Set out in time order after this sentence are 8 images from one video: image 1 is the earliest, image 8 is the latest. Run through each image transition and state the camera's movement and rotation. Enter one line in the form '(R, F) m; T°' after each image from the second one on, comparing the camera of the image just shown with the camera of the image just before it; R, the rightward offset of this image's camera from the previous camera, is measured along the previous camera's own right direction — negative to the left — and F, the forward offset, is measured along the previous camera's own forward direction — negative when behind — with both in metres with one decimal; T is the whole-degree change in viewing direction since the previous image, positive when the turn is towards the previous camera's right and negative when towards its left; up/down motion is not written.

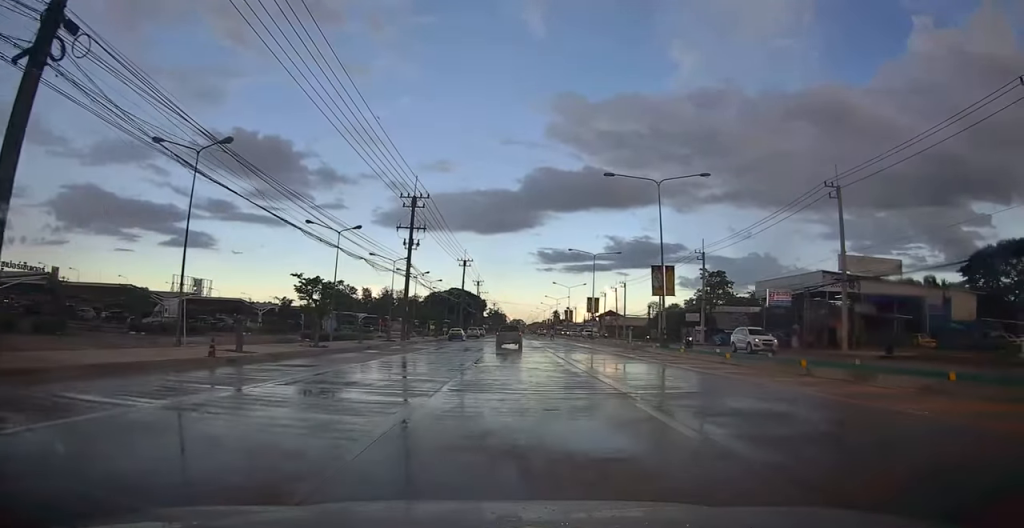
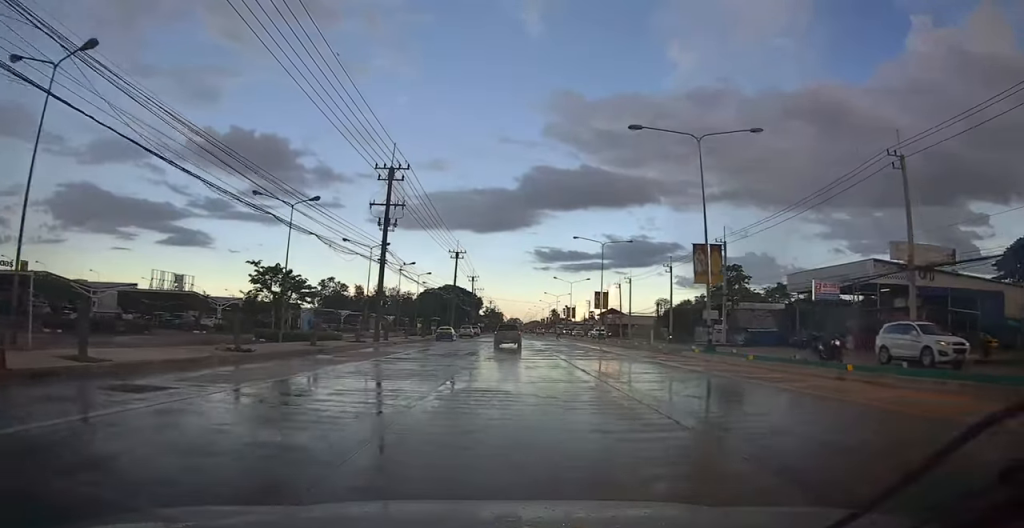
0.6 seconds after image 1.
(-0.4, +8.1) m; 0°
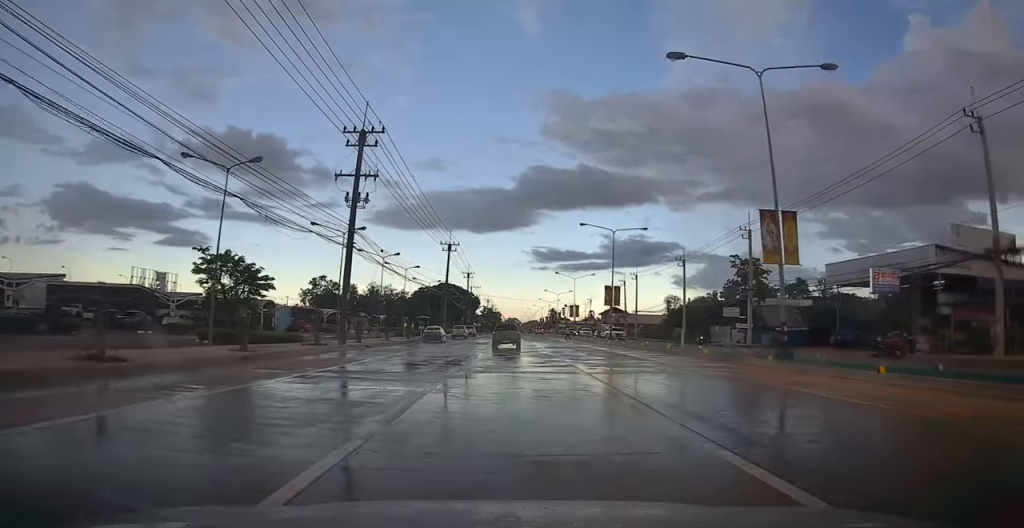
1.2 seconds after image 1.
(+0.4, +7.2) m; +2°
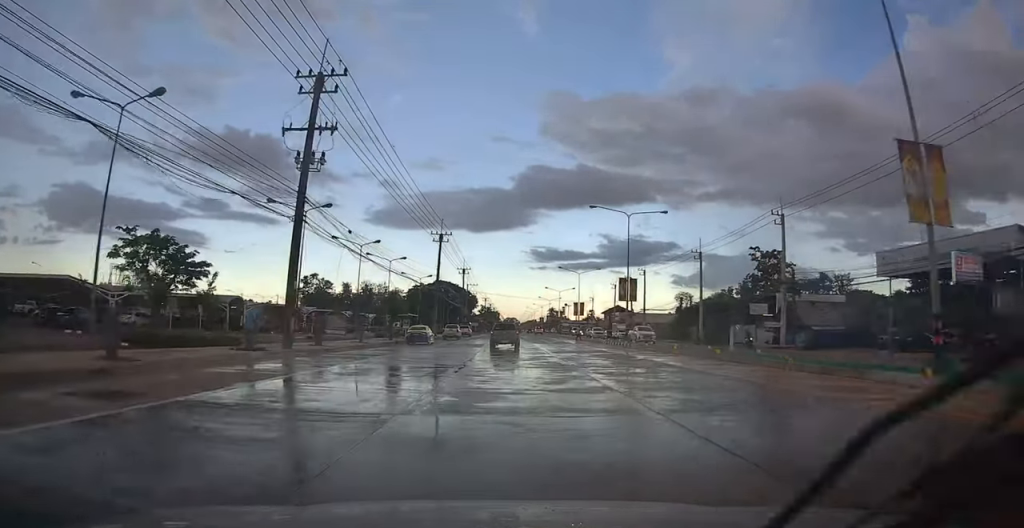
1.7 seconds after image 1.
(+0.2, +7.4) m; +2°
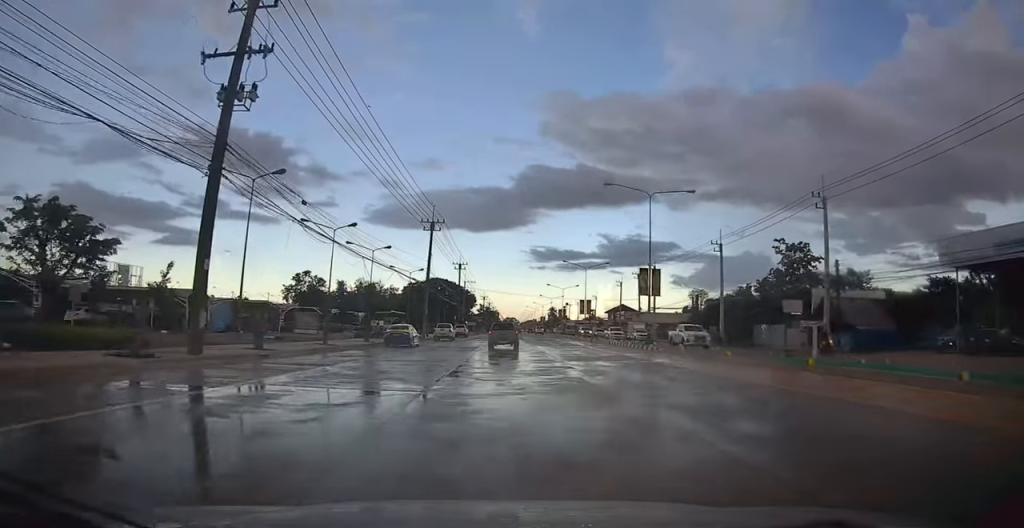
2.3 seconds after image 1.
(+0.1, +7.0) m; -2°
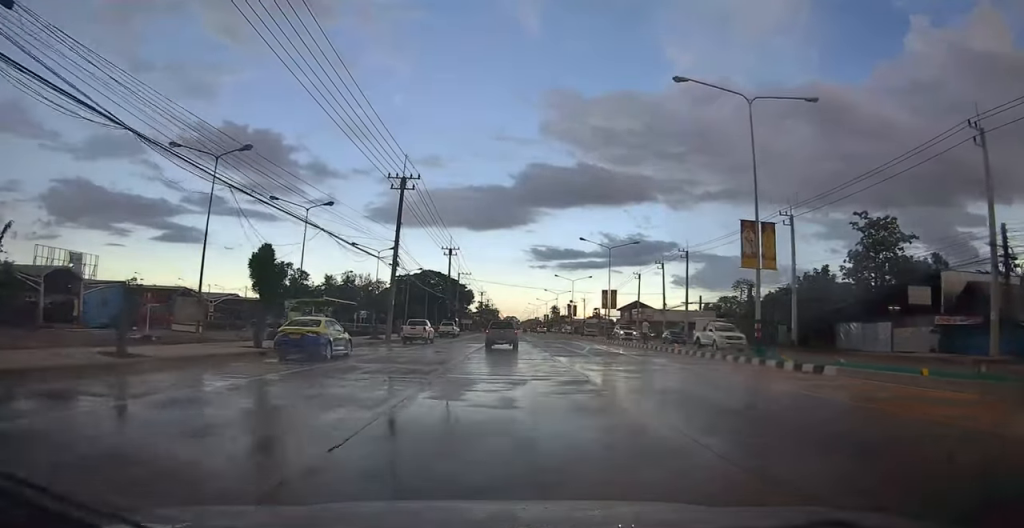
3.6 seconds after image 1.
(-0.8, +16.4) m; -1°
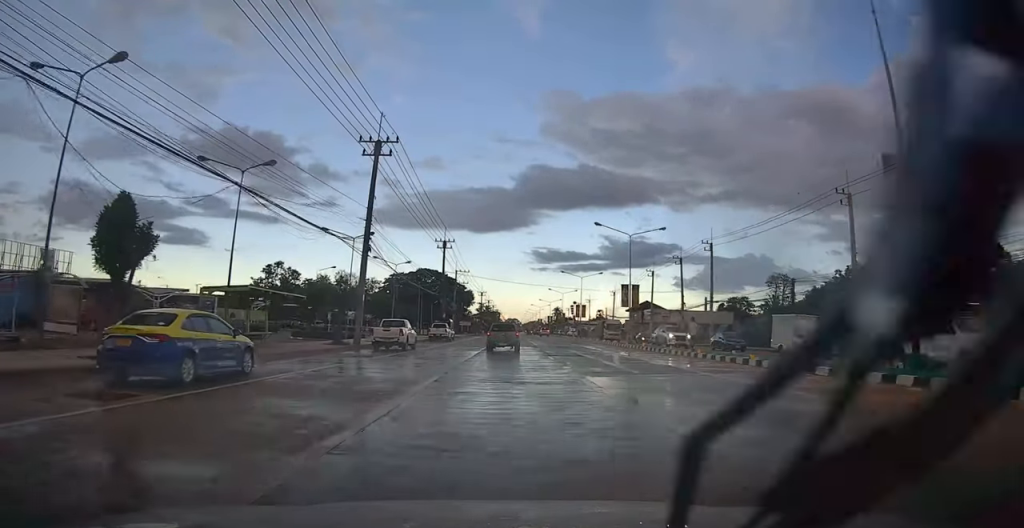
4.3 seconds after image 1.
(+0.6, +8.7) m; 0°
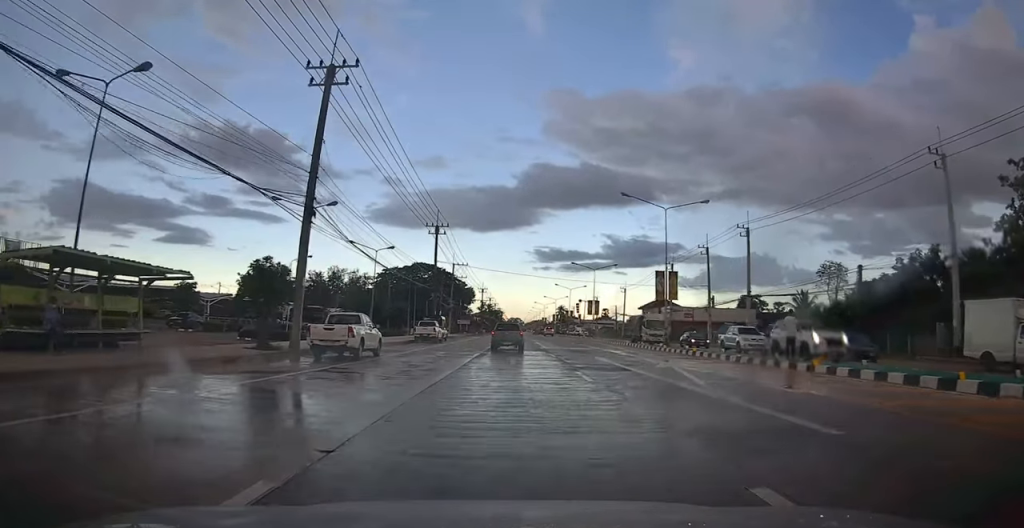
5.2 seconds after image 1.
(-0.2, +9.9) m; 0°
